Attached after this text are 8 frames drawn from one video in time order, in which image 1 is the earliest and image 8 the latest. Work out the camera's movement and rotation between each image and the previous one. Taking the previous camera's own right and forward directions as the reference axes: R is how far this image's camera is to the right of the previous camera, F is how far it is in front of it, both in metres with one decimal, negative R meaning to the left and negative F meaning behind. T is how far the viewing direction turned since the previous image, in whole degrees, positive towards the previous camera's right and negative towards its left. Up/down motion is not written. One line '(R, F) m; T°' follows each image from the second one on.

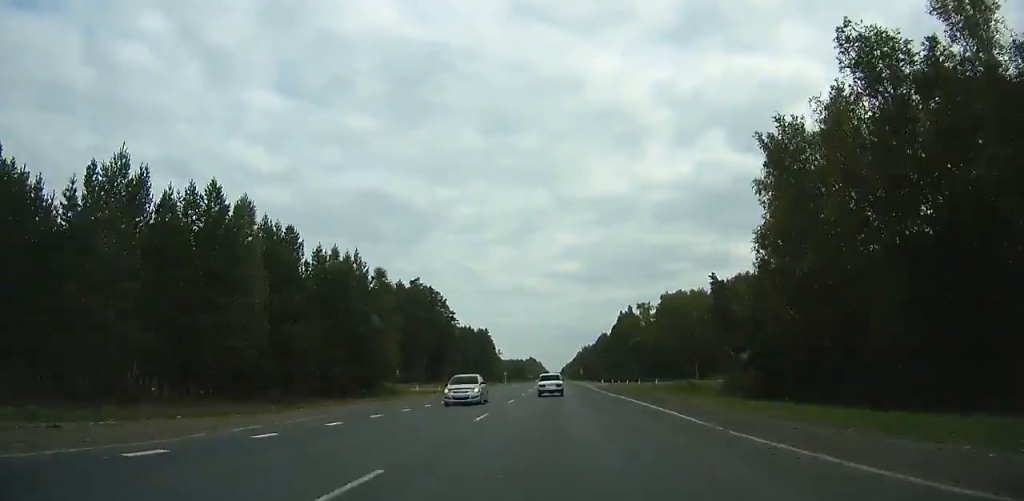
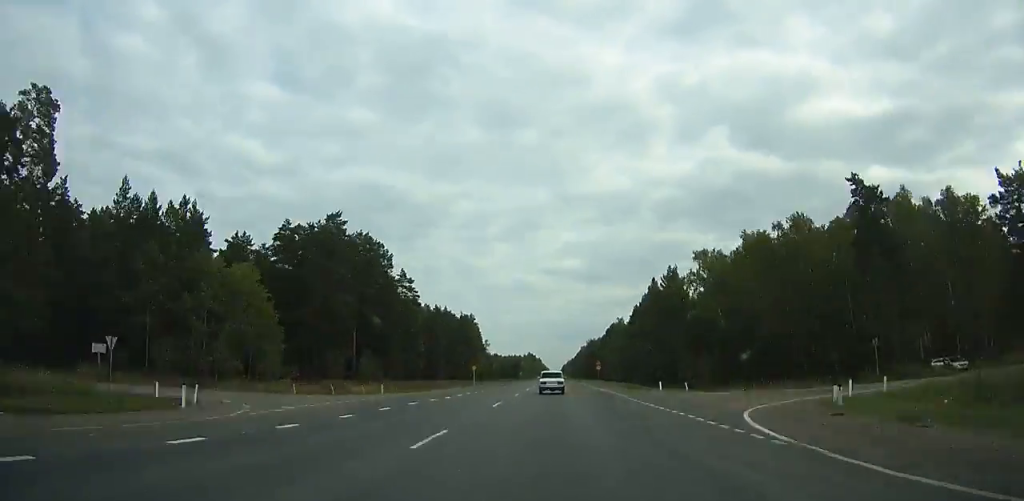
(+2.3, +54.5) m; +2°
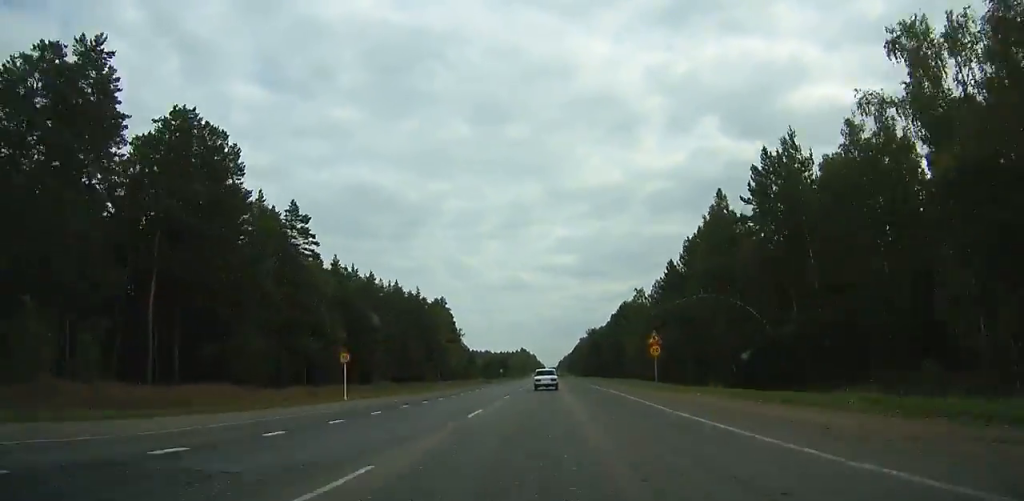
(+0.2, +53.5) m; 0°
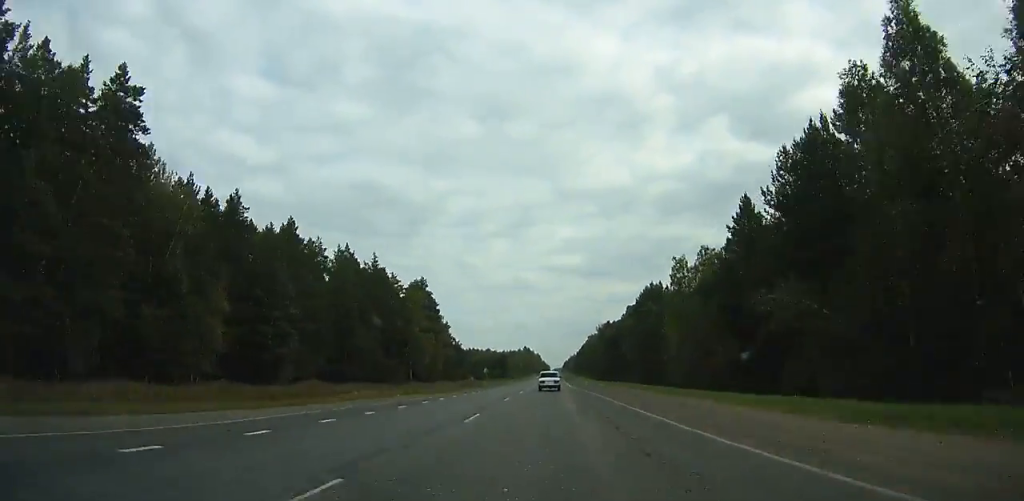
(0.0, +38.0) m; 0°
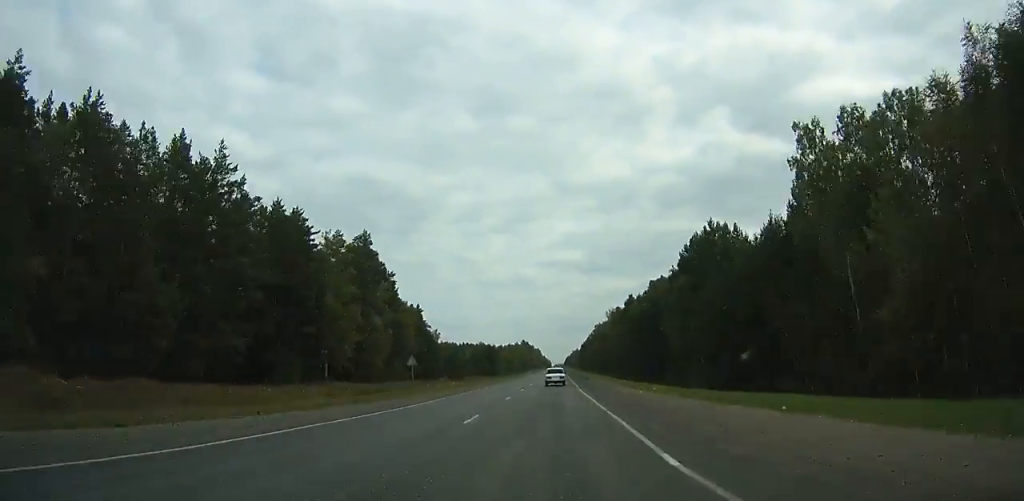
(+0.1, +50.0) m; 0°
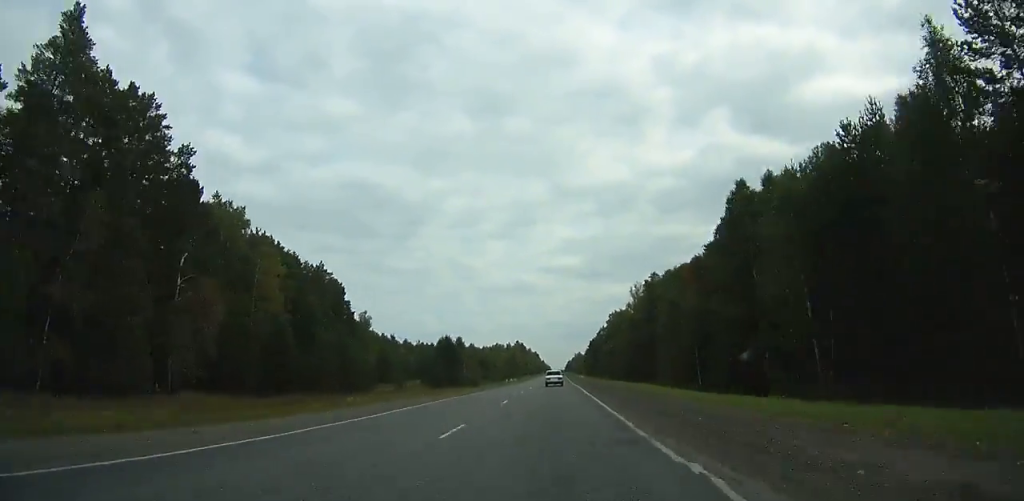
(-0.3, +75.0) m; 0°
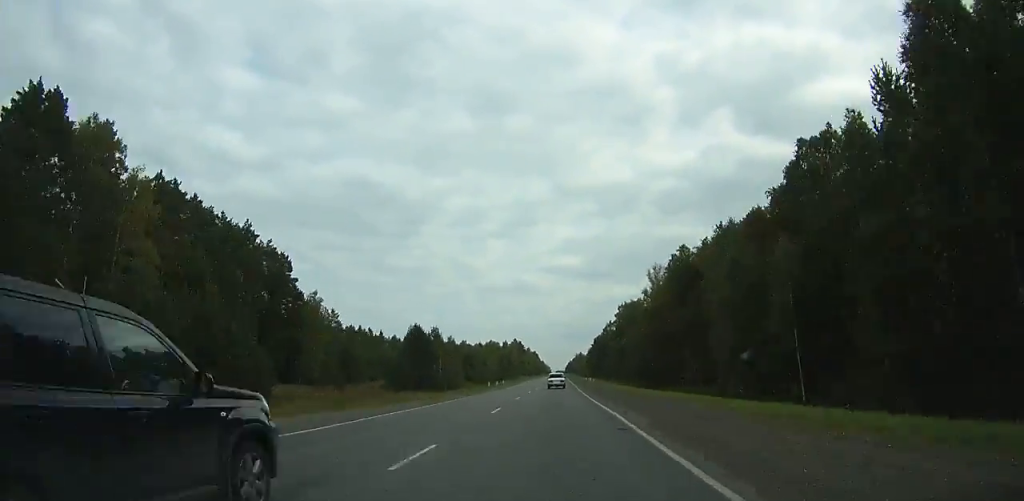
(+0.1, +27.5) m; 0°
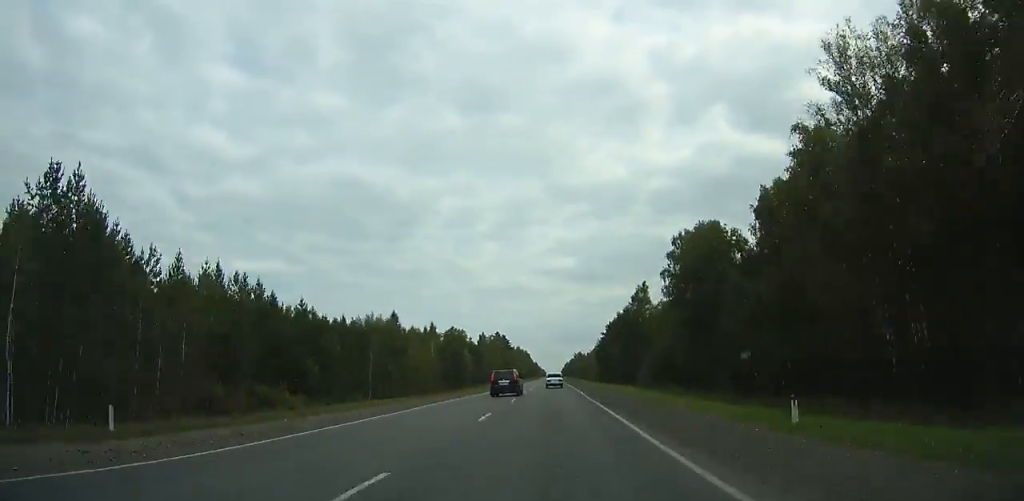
(+0.4, +85.7) m; 0°
